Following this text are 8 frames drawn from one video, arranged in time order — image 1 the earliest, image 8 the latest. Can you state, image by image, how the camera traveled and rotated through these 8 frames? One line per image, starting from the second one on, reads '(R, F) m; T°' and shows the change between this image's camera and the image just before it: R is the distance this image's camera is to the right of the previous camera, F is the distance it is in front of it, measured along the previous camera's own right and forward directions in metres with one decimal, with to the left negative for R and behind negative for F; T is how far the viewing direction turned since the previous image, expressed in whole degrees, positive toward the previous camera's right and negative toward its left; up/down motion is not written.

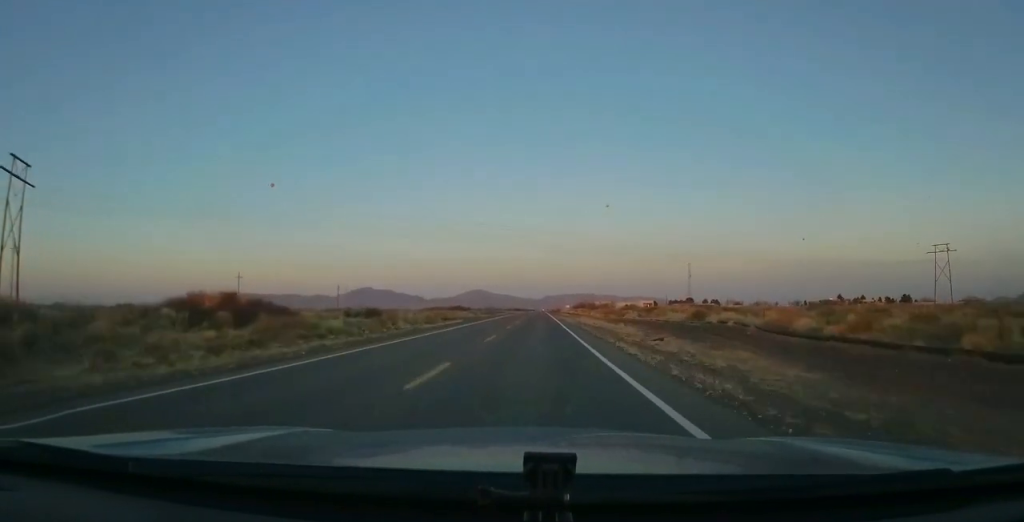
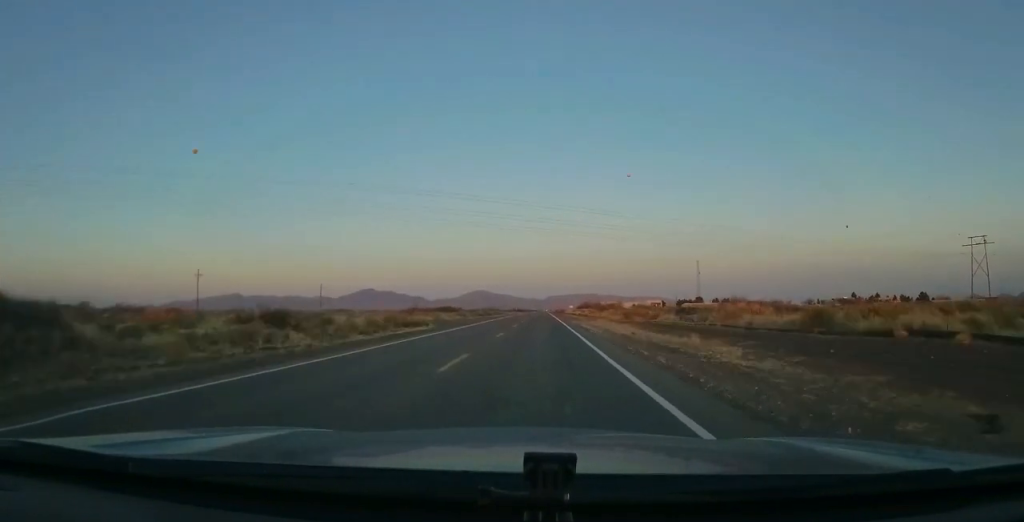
(-0.5, +21.7) m; -1°
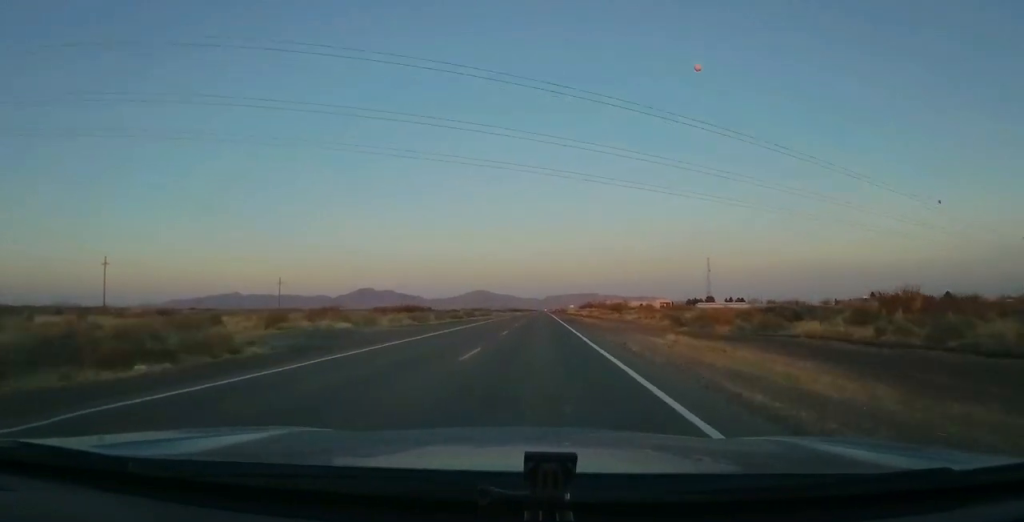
(-0.2, +34.1) m; 0°
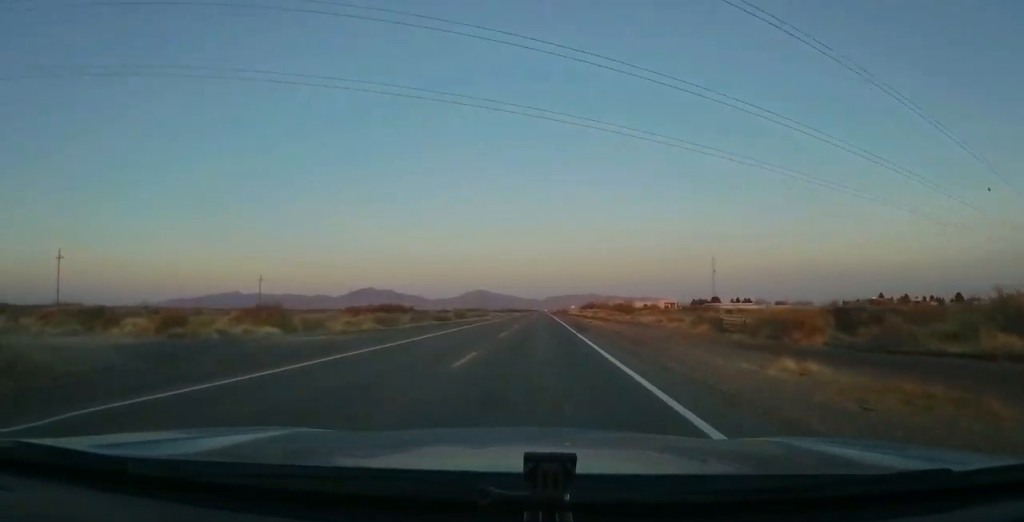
(0.0, +13.3) m; 0°
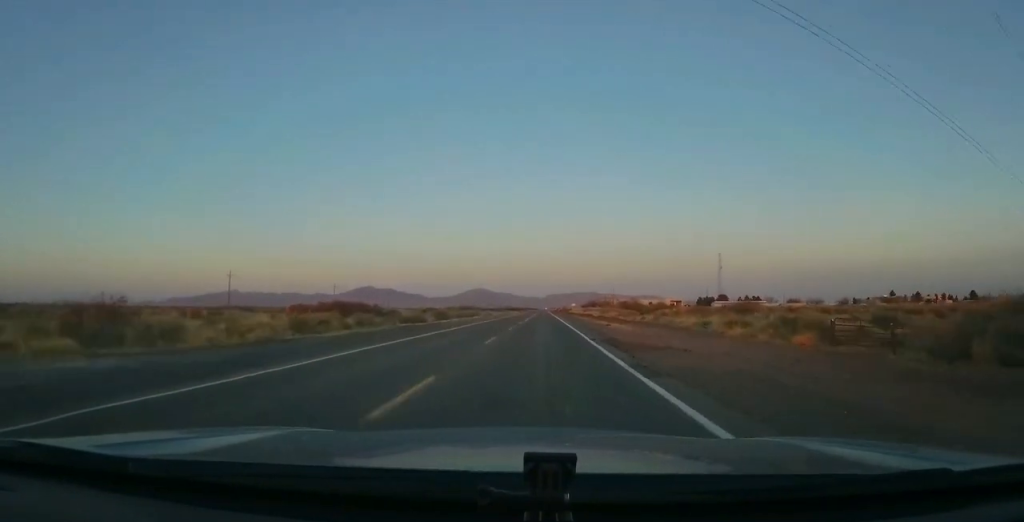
(0.0, +17.4) m; +1°
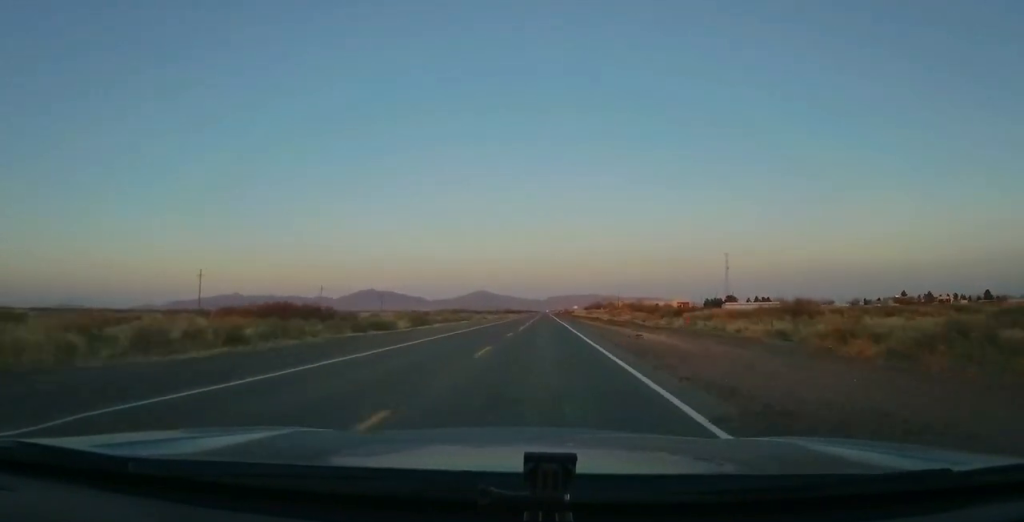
(-0.1, +14.9) m; +1°
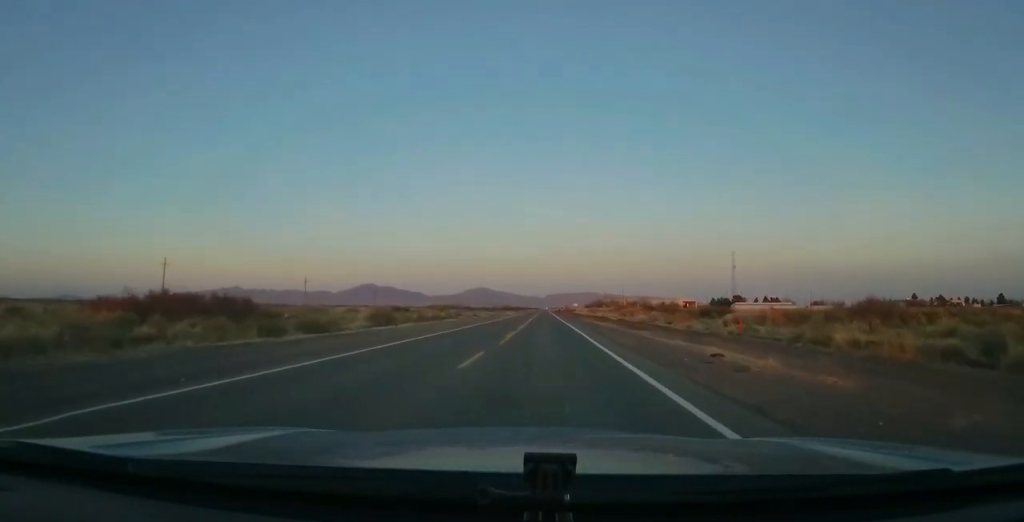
(+0.3, +15.0) m; 0°
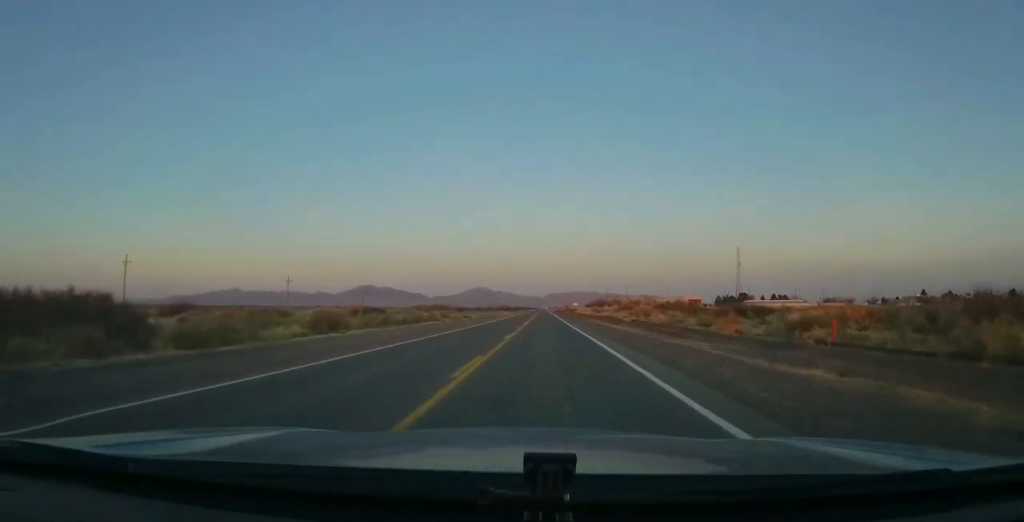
(+0.1, +13.3) m; 0°
